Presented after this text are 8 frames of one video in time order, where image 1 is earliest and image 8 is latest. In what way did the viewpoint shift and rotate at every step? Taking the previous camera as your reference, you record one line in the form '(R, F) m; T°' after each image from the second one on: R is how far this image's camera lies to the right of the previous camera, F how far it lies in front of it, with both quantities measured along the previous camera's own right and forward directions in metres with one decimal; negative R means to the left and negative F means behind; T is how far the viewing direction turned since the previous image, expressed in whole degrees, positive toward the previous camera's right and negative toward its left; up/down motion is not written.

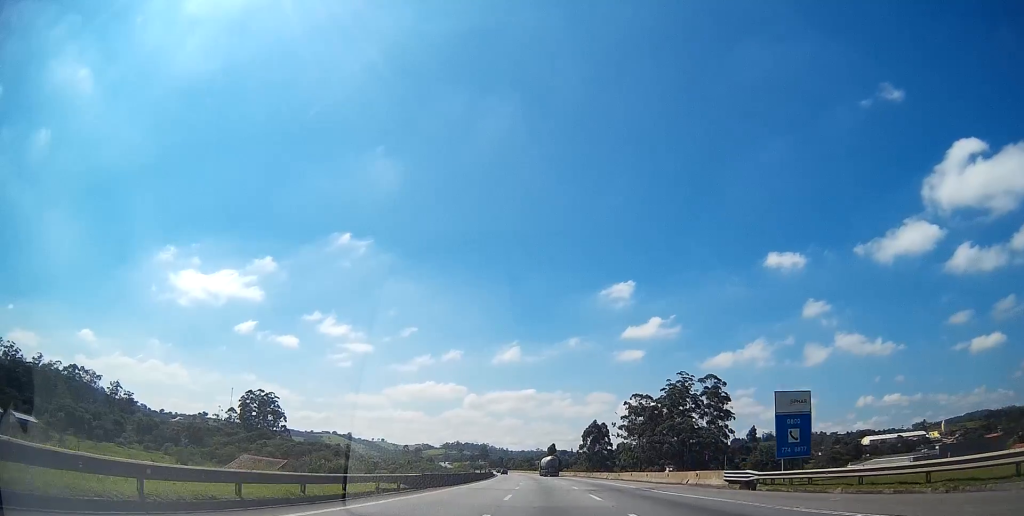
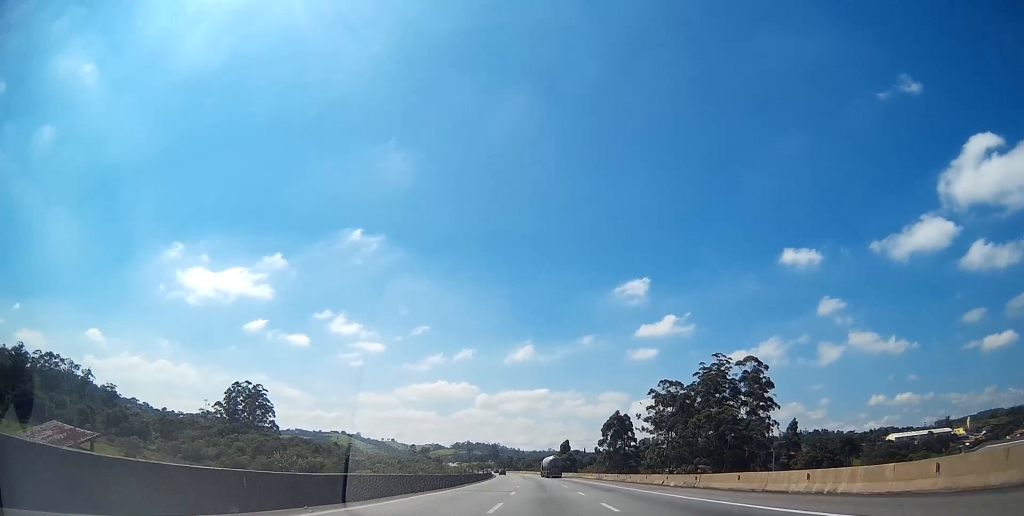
(-0.5, +32.2) m; -1°
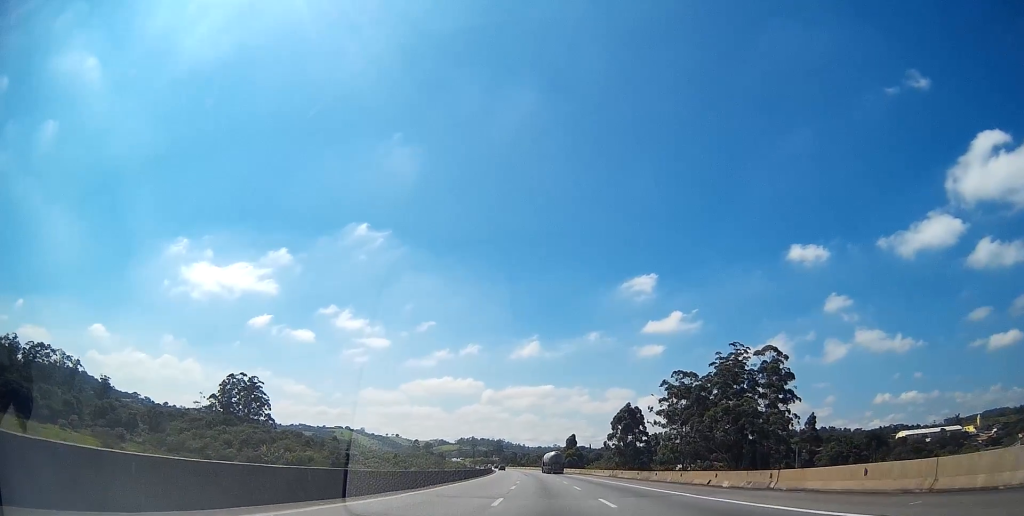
(0.0, +12.2) m; 0°
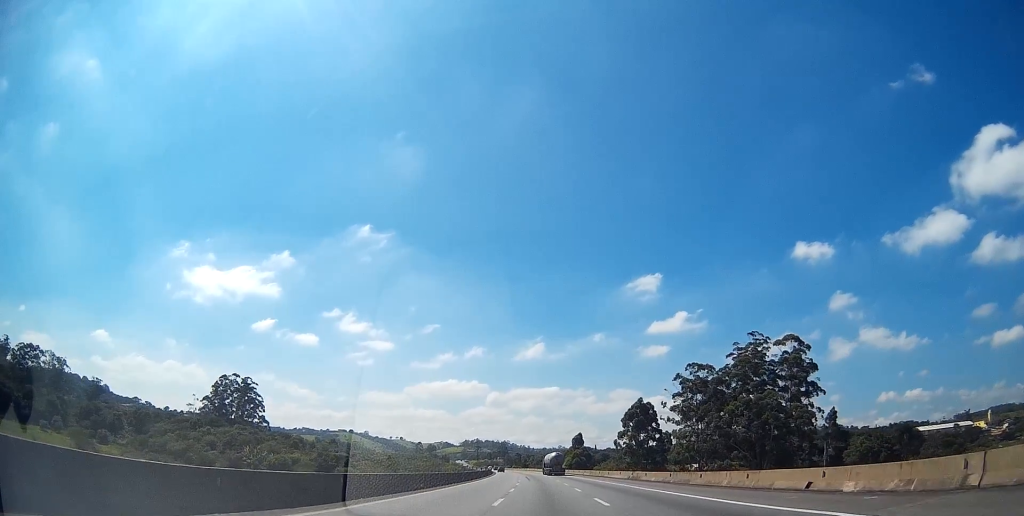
(0.0, +13.1) m; 0°
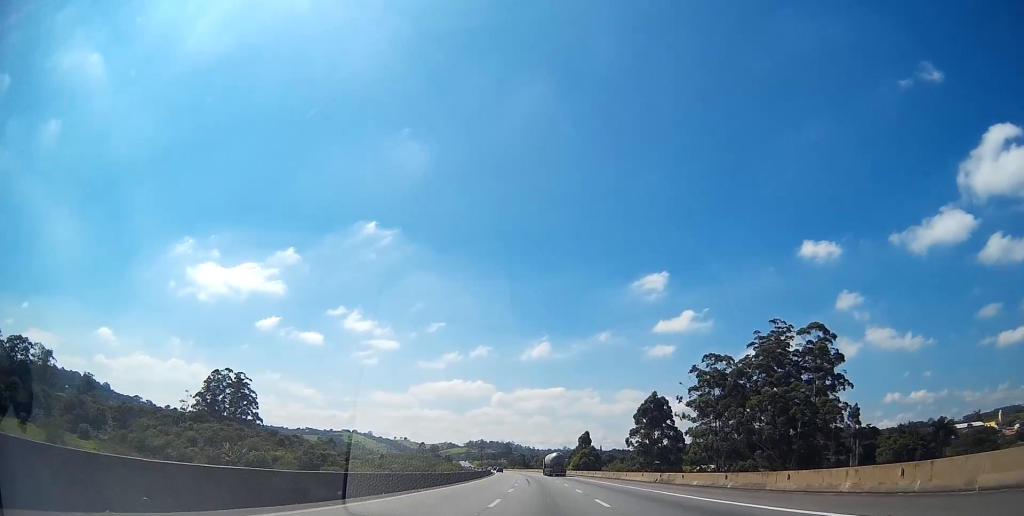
(+0.1, +13.1) m; 0°
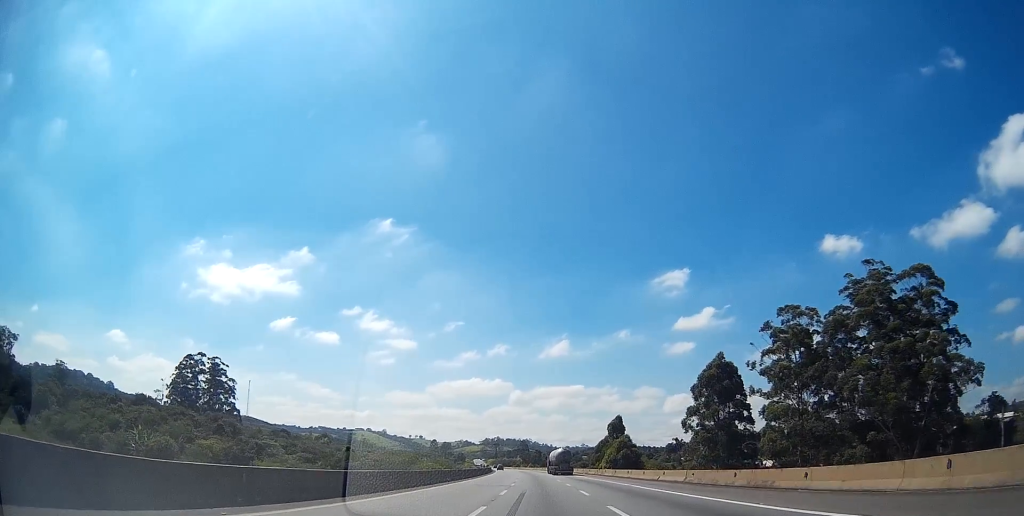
(-0.4, +42.2) m; -2°
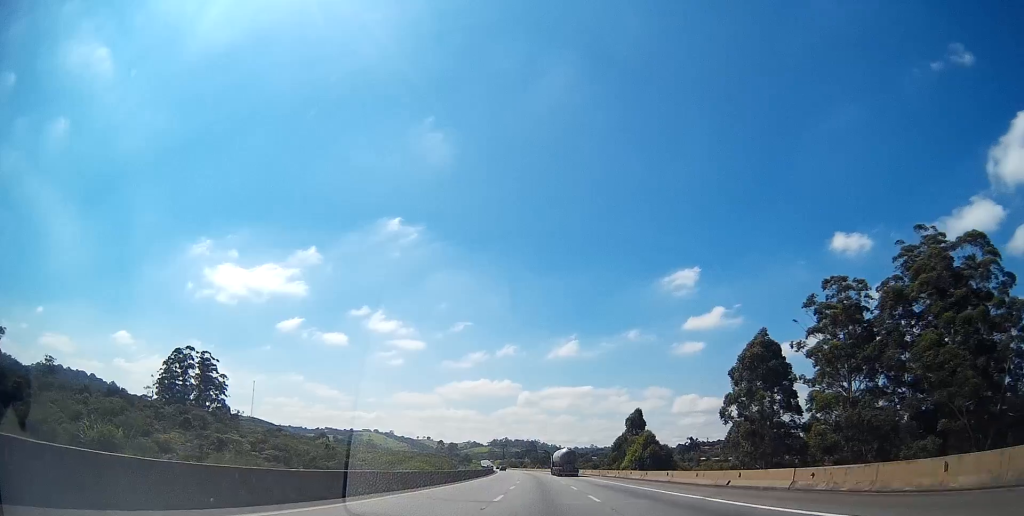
(-0.3, +16.7) m; -1°
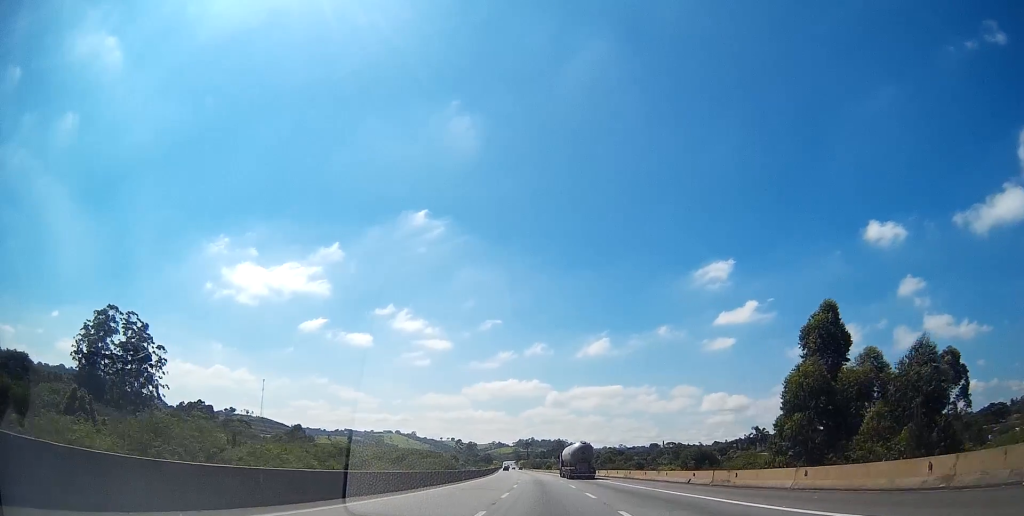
(-1.2, +71.9) m; -2°
